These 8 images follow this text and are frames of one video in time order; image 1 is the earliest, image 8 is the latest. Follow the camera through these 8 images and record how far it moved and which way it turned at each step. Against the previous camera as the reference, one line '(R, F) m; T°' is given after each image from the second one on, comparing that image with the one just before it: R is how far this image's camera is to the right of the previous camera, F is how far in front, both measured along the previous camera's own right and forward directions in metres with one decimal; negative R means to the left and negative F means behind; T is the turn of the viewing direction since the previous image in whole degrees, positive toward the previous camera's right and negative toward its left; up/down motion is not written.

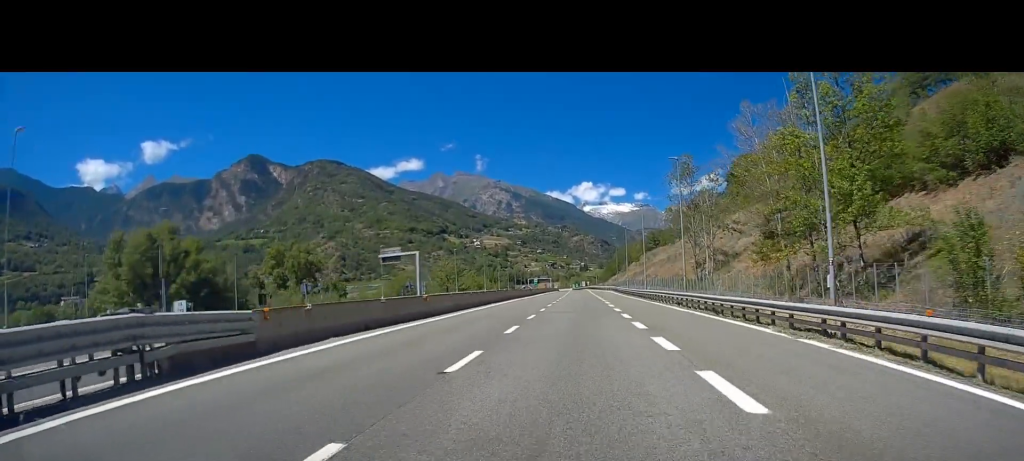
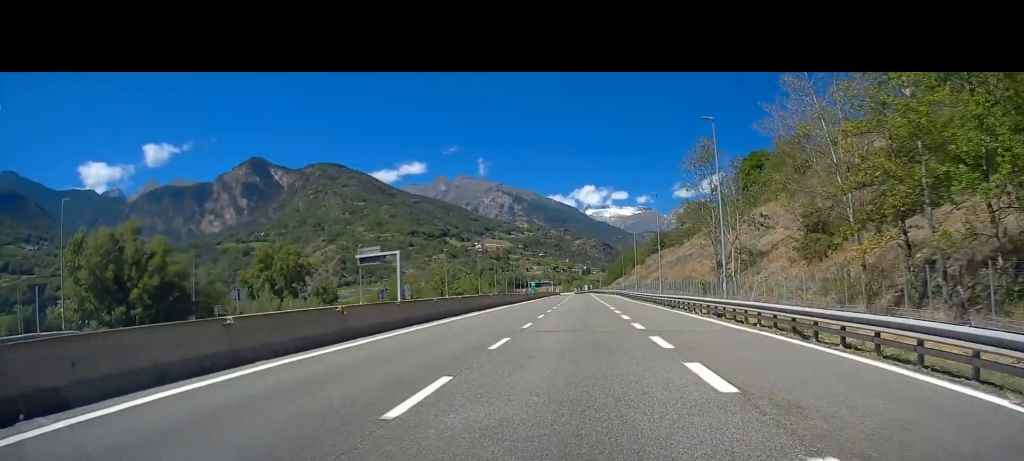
(0.0, +12.0) m; 0°
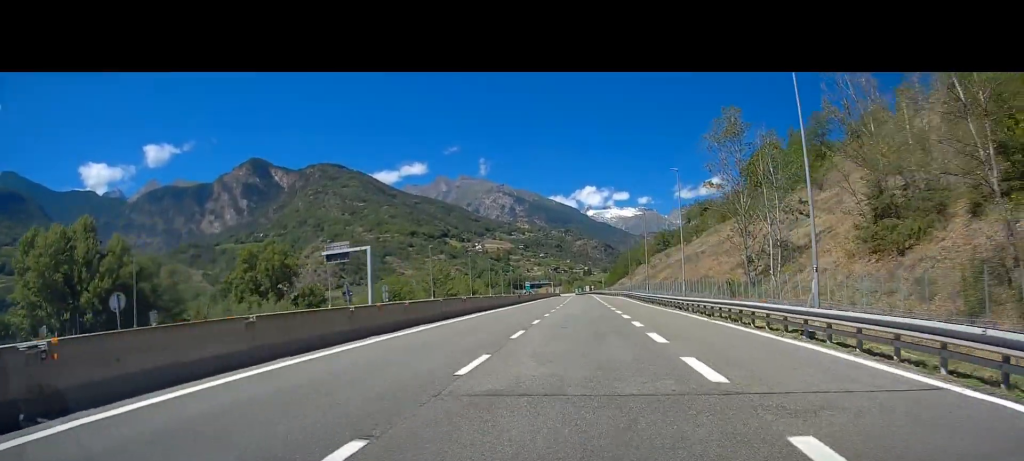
(0.0, +12.9) m; 0°
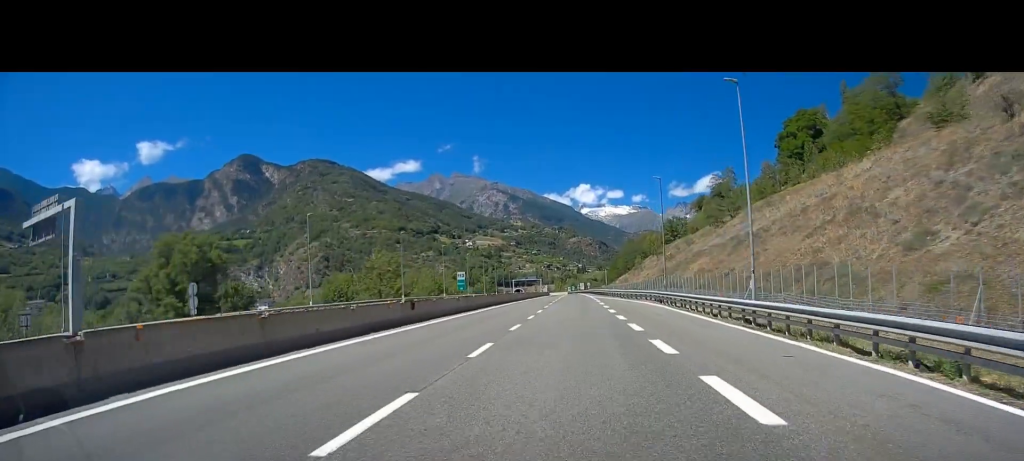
(0.0, +43.6) m; +1°
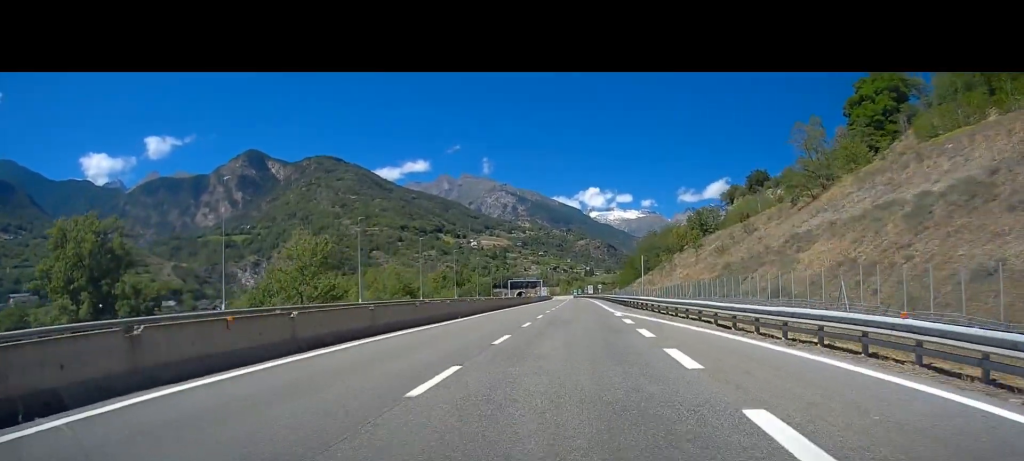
(-0.3, +41.8) m; -1°
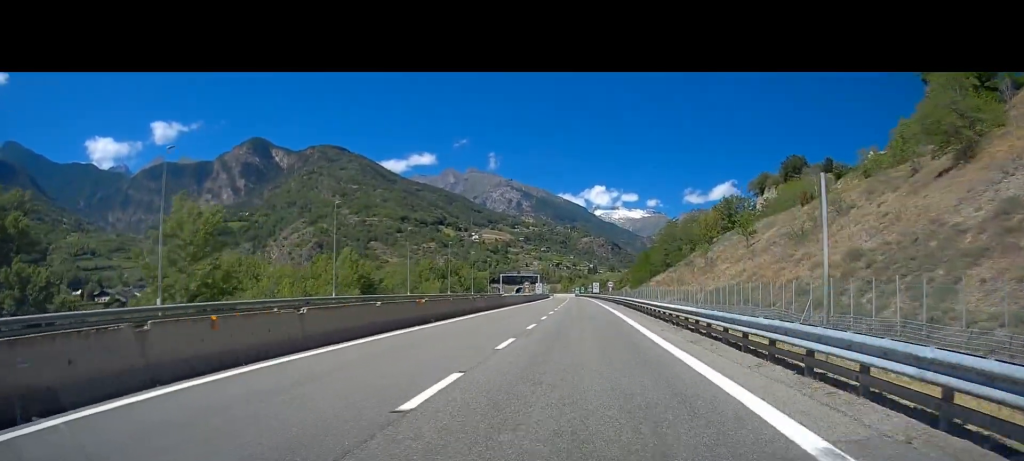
(+0.3, +31.2) m; +1°
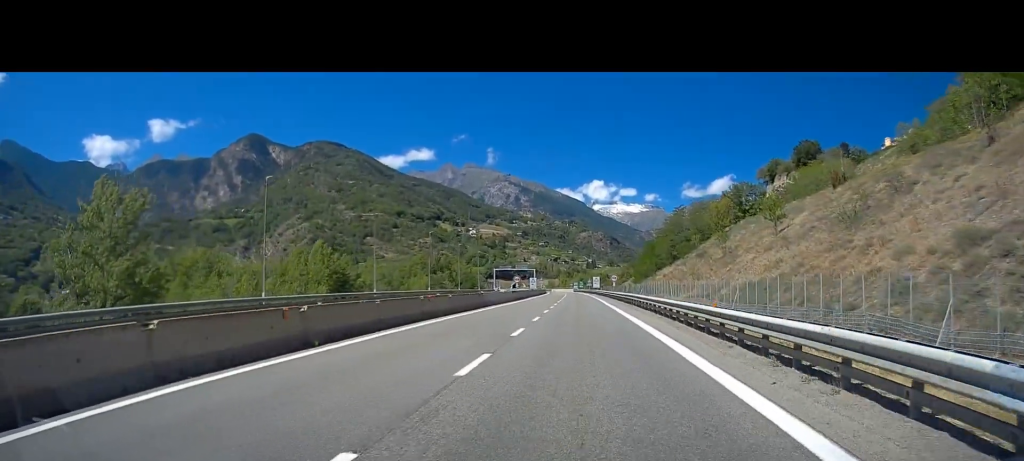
(0.0, +12.1) m; 0°
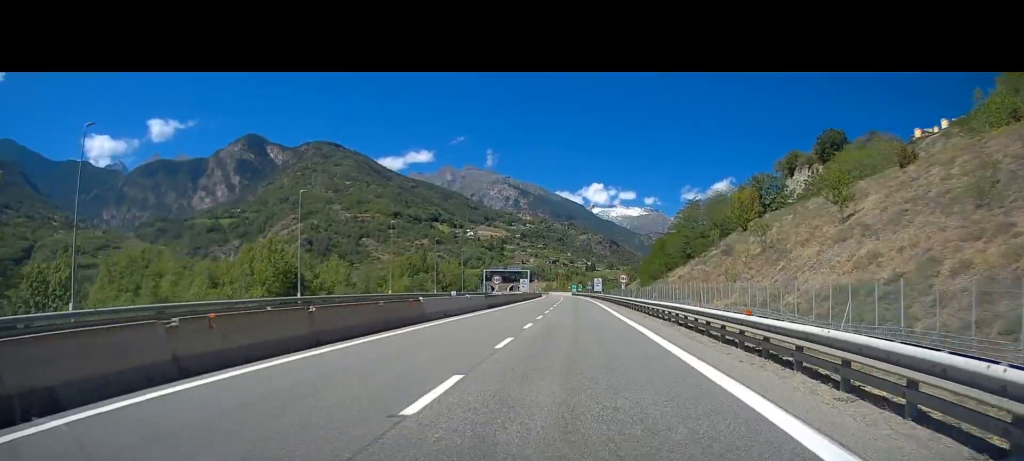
(-0.1, +17.3) m; -1°
